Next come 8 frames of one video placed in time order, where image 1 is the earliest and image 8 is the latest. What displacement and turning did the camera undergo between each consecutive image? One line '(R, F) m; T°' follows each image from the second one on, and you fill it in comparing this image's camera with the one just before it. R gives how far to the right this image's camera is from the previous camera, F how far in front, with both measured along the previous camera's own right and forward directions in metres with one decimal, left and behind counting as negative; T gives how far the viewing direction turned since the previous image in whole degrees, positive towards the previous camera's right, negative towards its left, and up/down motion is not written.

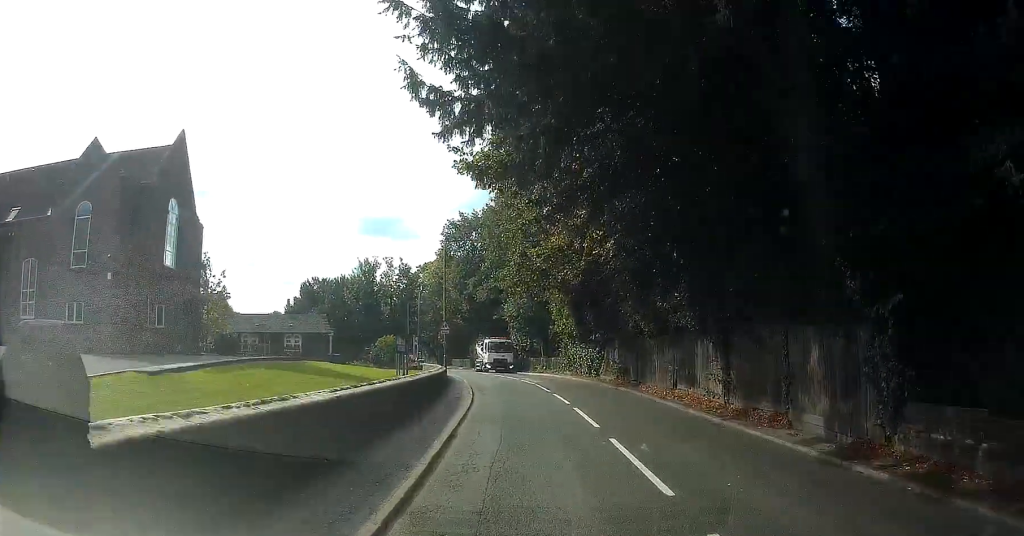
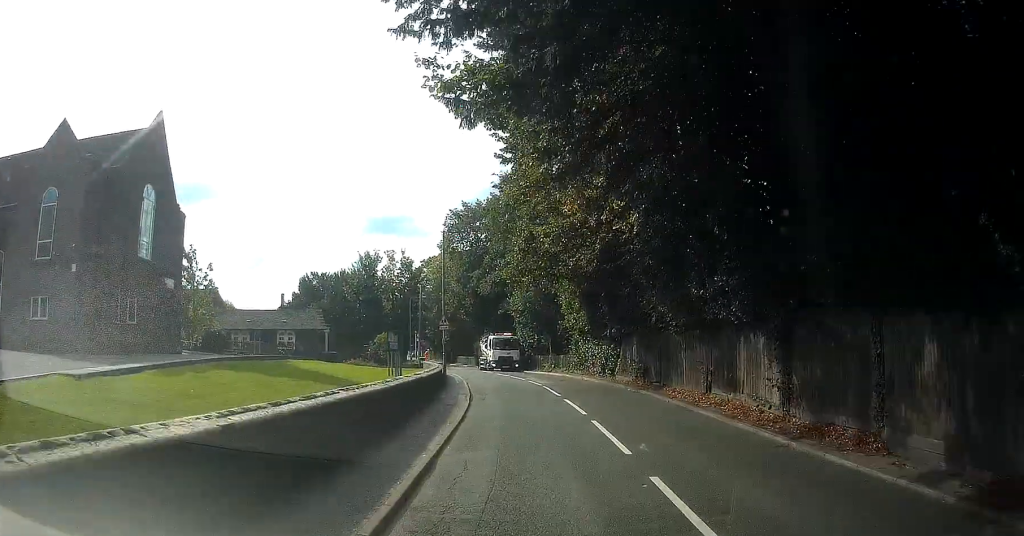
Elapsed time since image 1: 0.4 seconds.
(0.0, +3.1) m; -3°
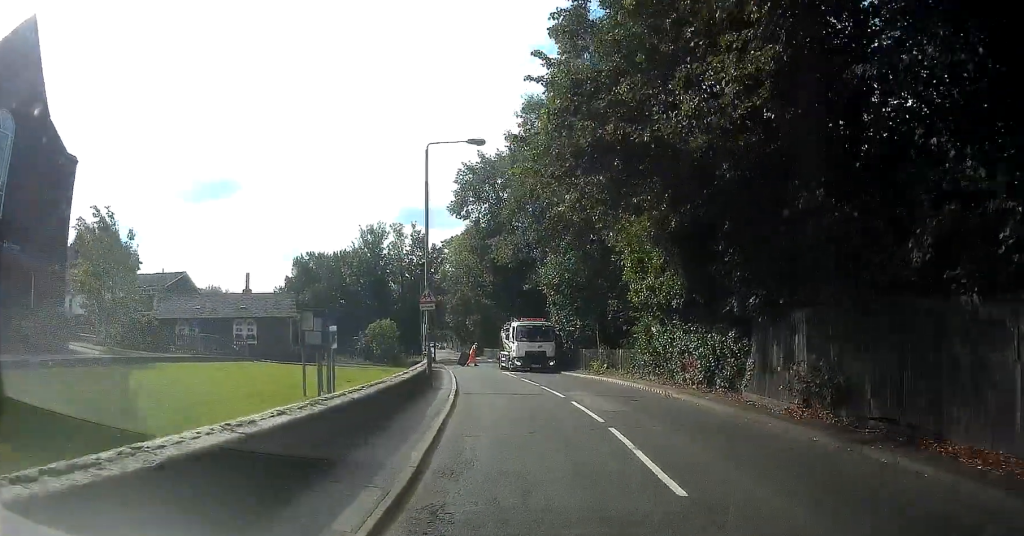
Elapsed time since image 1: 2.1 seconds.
(-1.6, +12.9) m; -11°
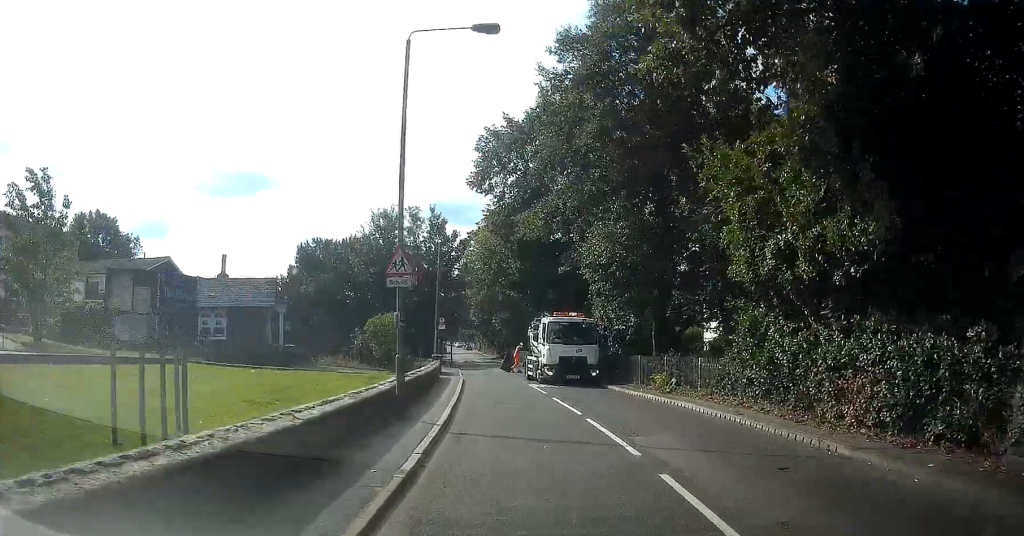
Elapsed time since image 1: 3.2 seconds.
(0.0, +7.7) m; 0°
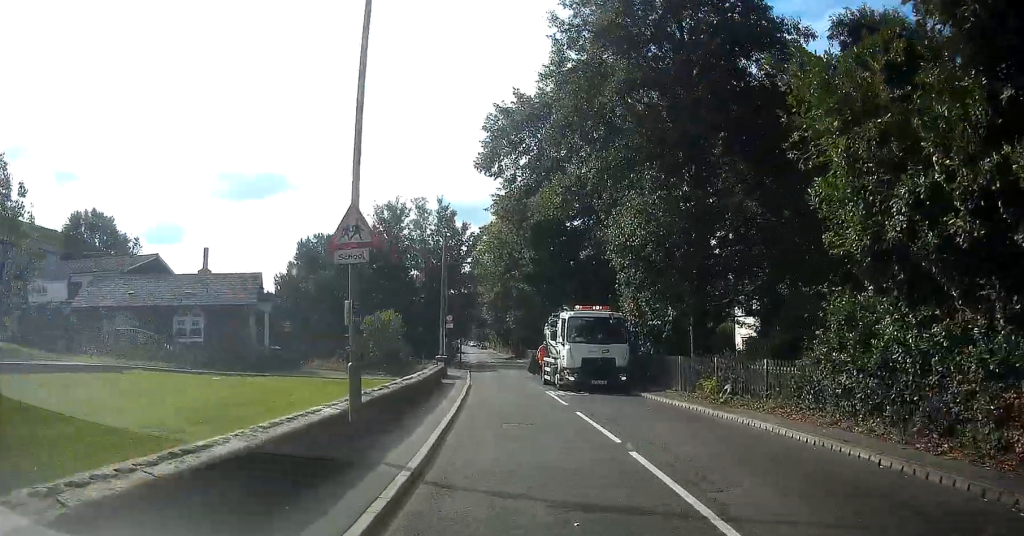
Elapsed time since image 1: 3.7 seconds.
(0.0, +3.8) m; 0°
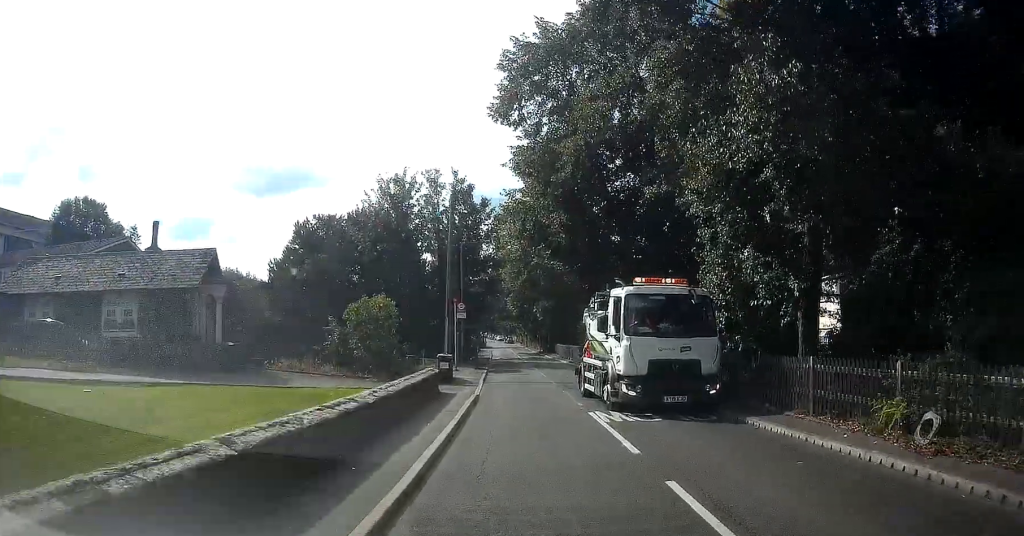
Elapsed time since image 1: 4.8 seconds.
(0.0, +7.2) m; -3°
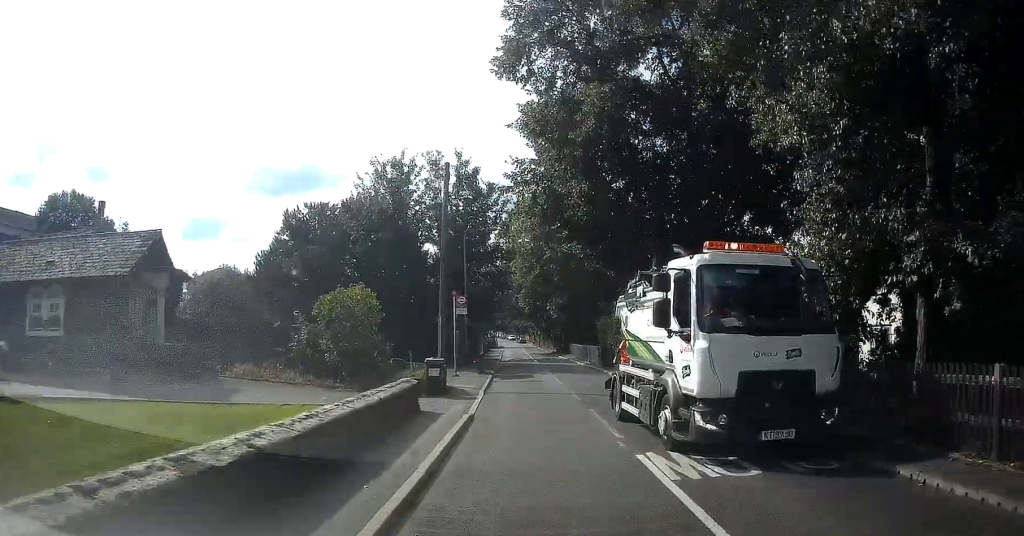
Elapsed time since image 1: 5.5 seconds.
(-0.2, +4.8) m; -2°
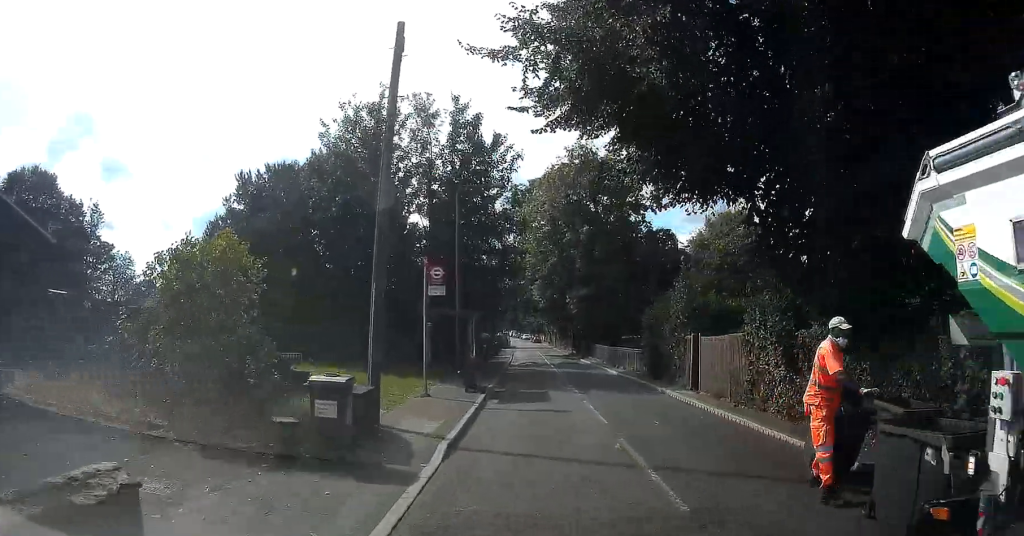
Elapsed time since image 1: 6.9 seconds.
(-0.2, +10.1) m; -1°
